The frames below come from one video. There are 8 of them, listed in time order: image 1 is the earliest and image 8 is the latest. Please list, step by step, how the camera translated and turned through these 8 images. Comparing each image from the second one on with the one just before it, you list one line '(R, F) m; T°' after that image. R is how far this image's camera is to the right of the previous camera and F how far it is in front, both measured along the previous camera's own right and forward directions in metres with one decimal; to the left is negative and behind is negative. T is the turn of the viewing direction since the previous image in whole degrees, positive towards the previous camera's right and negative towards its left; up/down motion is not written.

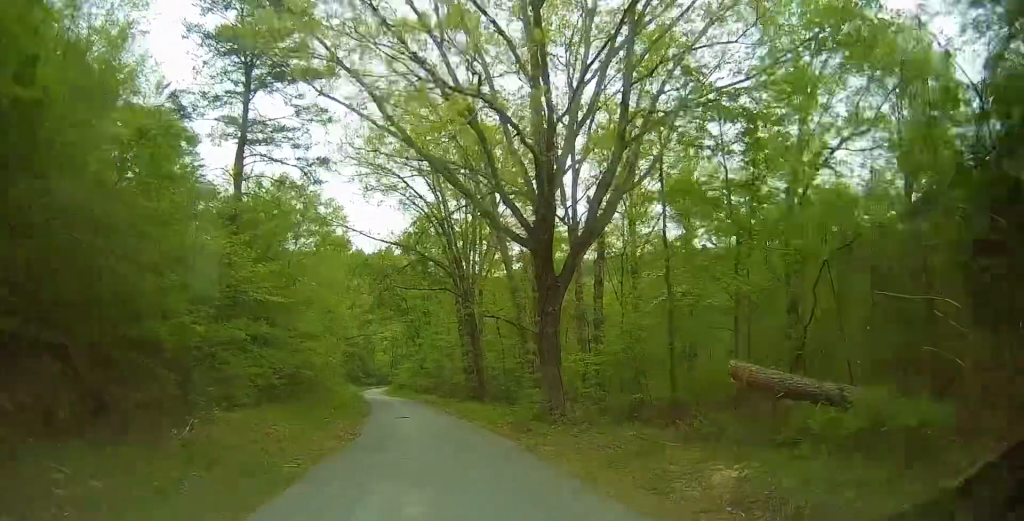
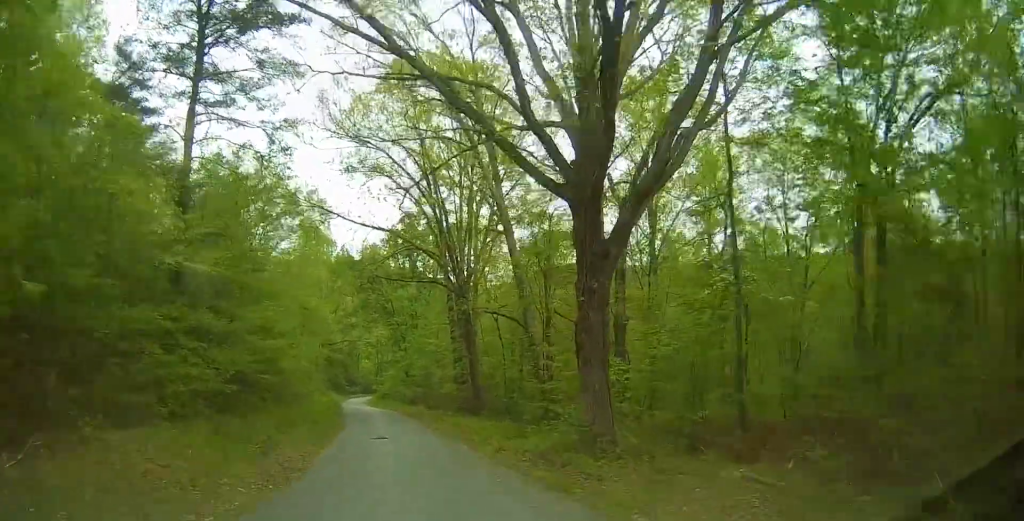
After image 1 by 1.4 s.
(-0.2, +6.4) m; -2°
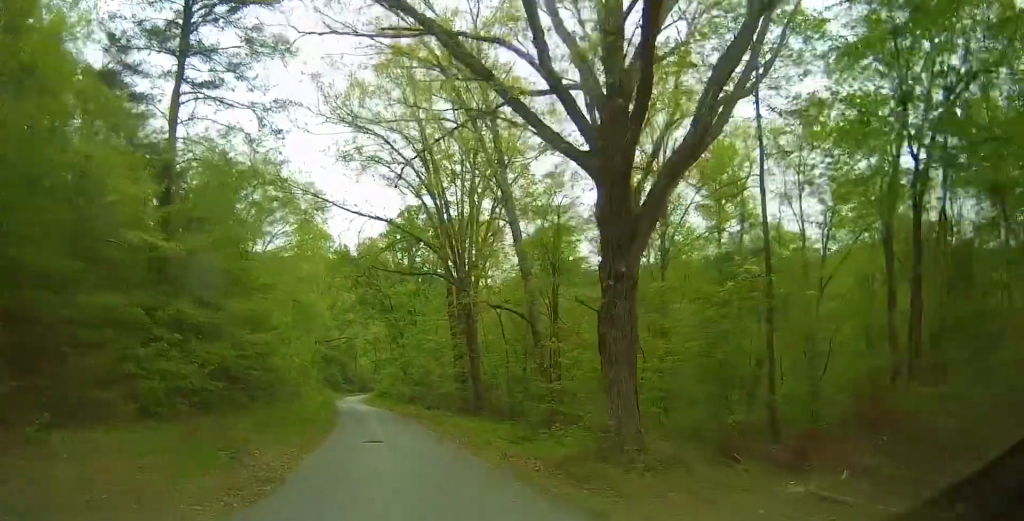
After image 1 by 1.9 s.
(0.0, +1.8) m; 0°
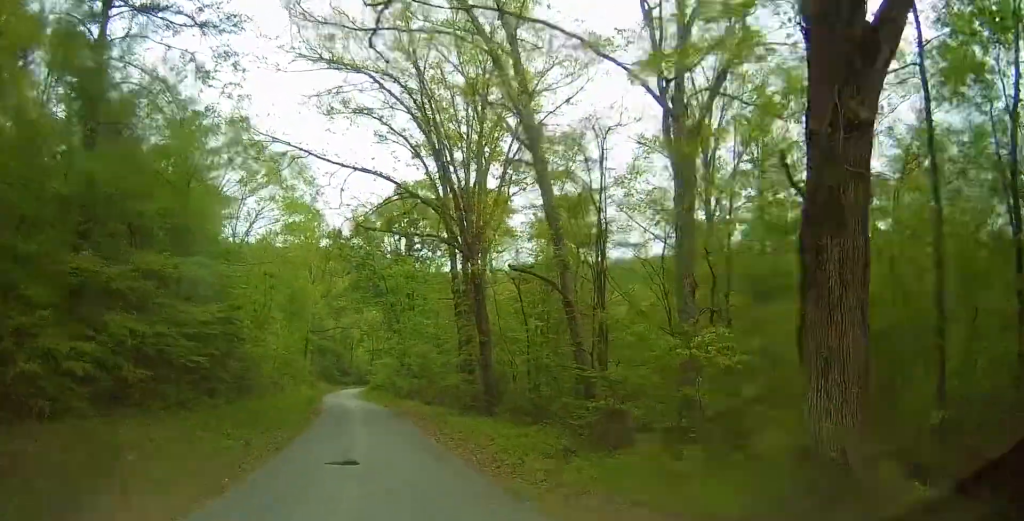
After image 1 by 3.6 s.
(-0.2, +6.9) m; -3°
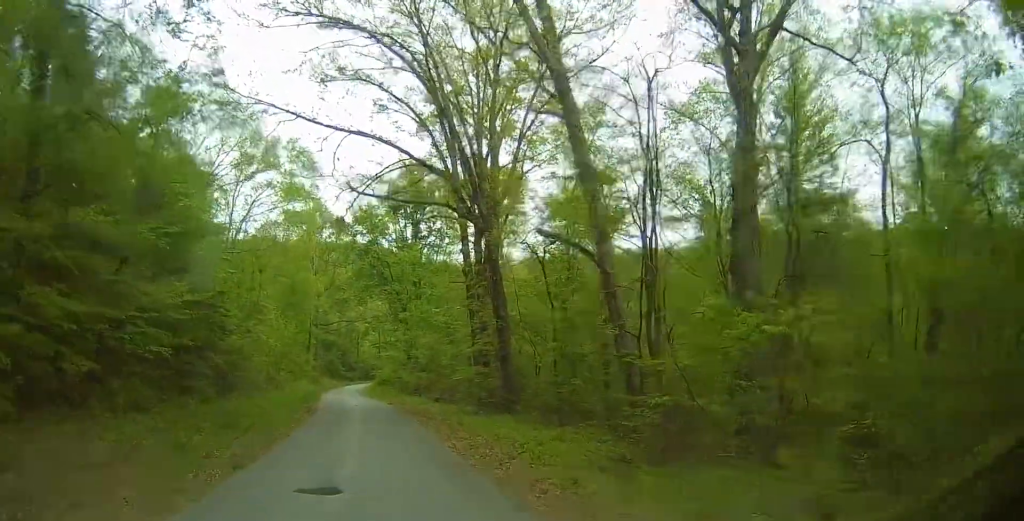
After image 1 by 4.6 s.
(-0.1, +3.7) m; +3°
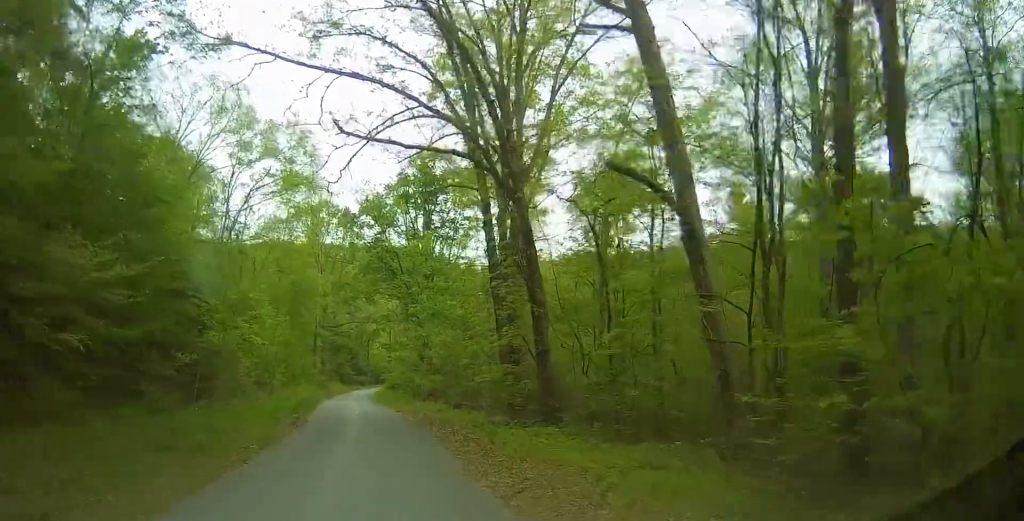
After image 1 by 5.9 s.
(+0.3, +4.9) m; +2°
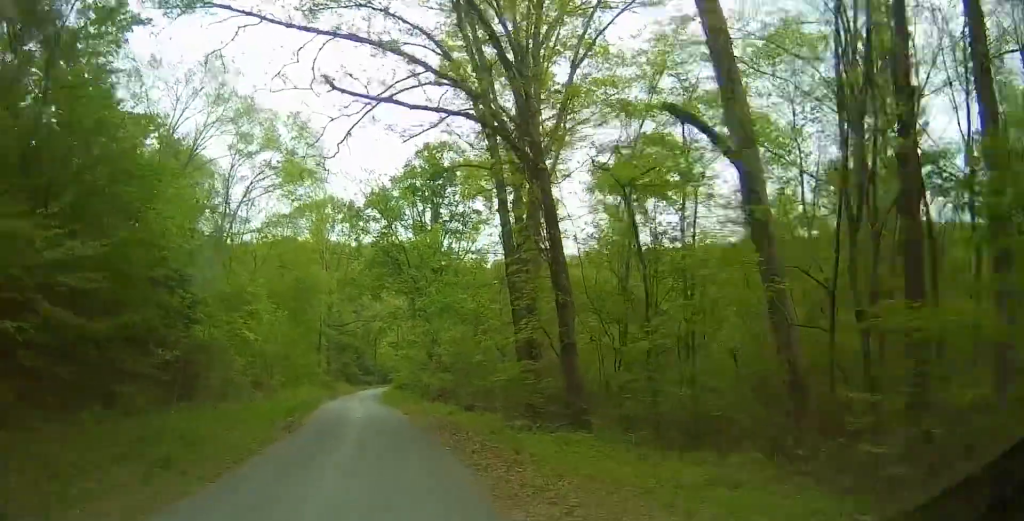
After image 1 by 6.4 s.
(0.0, +2.2) m; -2°
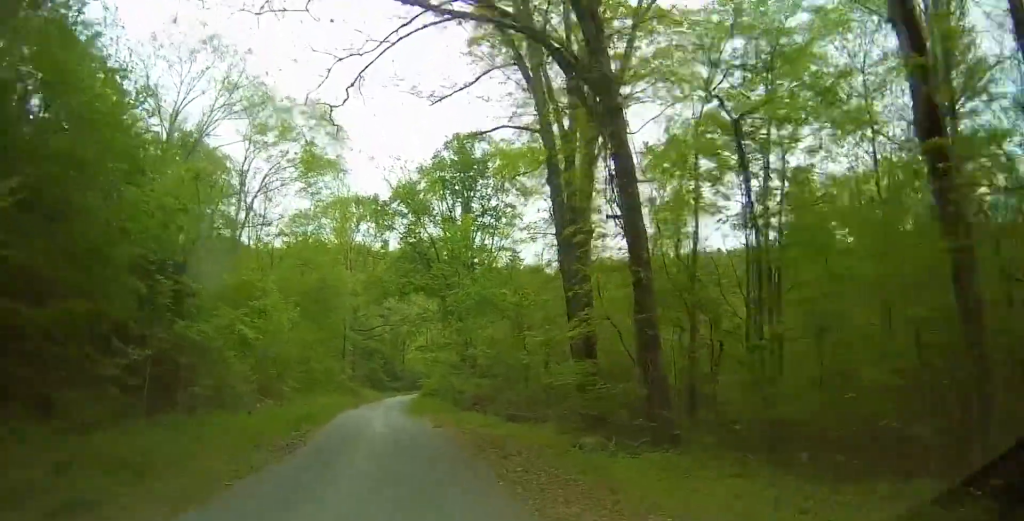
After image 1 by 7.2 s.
(-0.1, +3.8) m; -2°
